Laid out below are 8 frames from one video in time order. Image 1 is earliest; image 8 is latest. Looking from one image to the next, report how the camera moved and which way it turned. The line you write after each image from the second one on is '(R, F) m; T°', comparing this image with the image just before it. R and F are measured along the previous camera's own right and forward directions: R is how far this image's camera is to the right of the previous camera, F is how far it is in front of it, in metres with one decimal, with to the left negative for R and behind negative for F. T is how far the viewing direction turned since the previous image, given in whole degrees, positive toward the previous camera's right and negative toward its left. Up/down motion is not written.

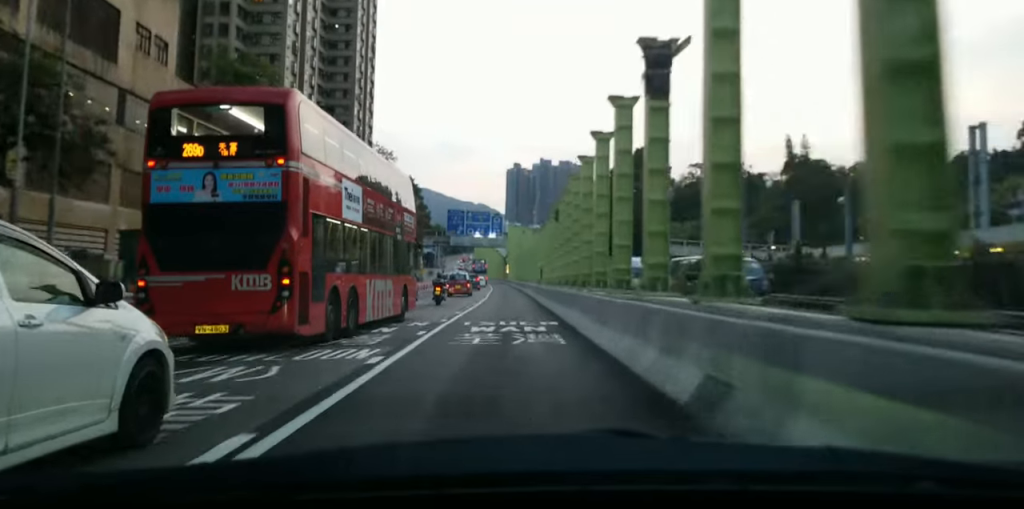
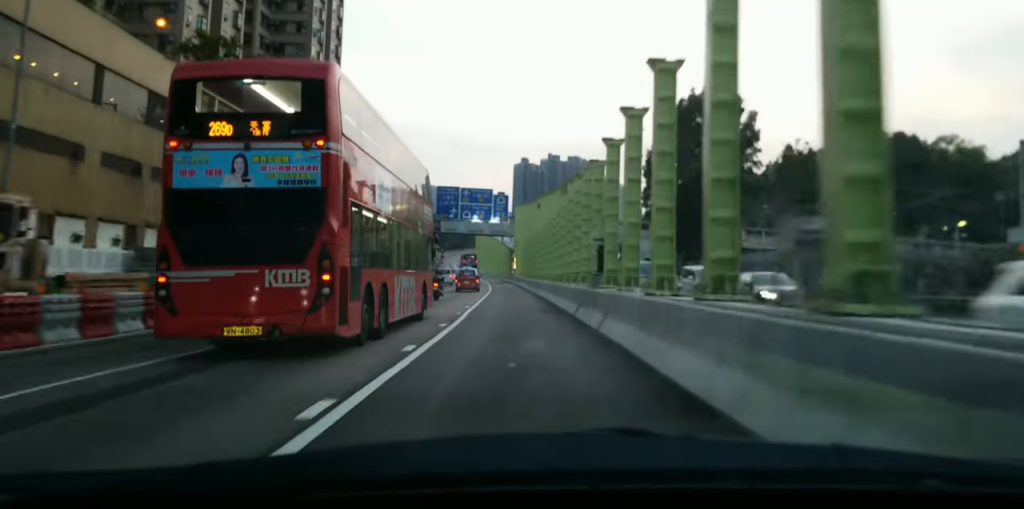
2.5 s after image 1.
(-2.0, +32.7) m; -4°
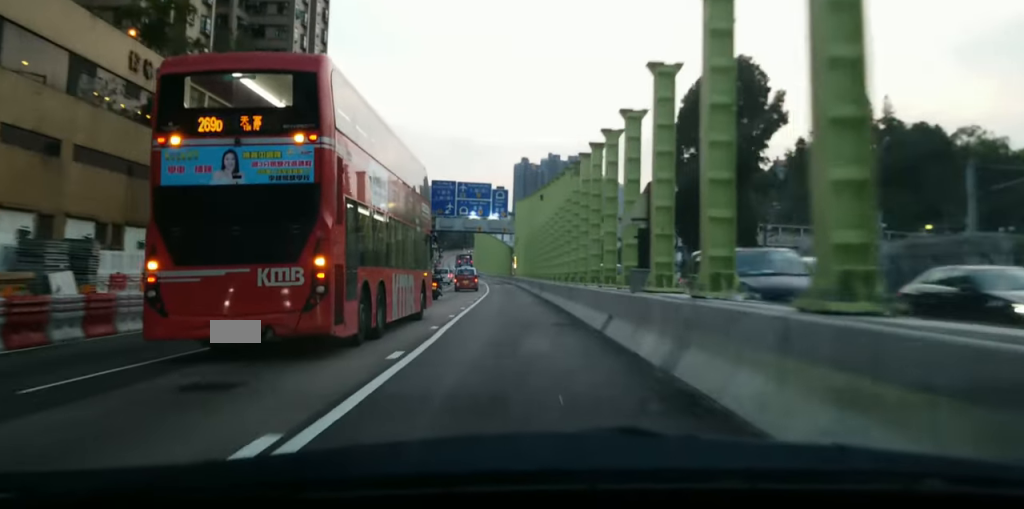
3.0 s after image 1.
(0.0, +8.2) m; 0°
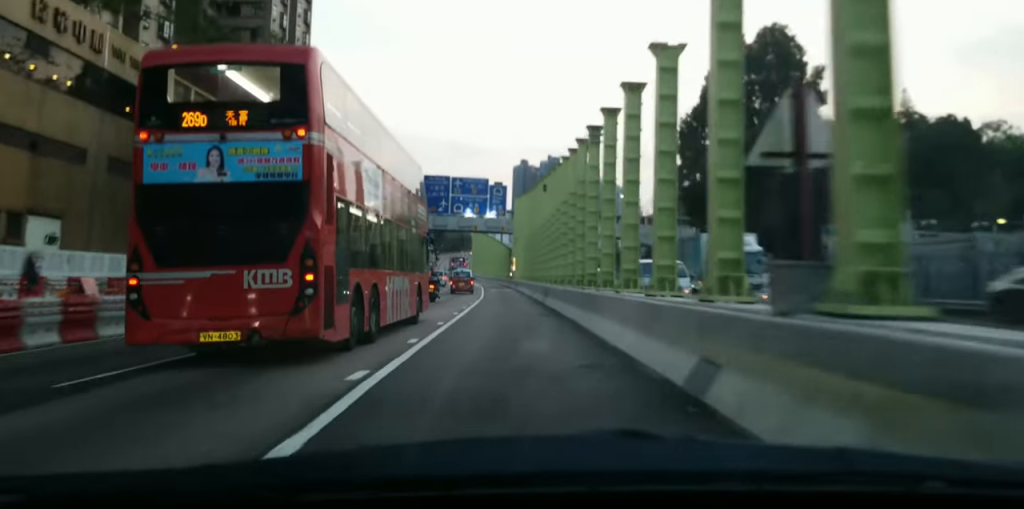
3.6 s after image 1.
(0.0, +8.3) m; 0°
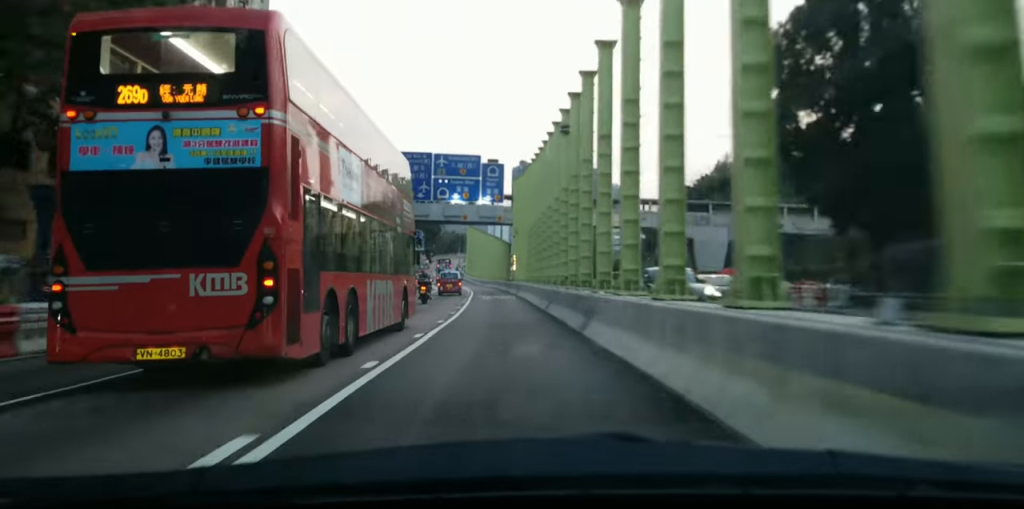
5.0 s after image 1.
(0.0, +22.0) m; 0°
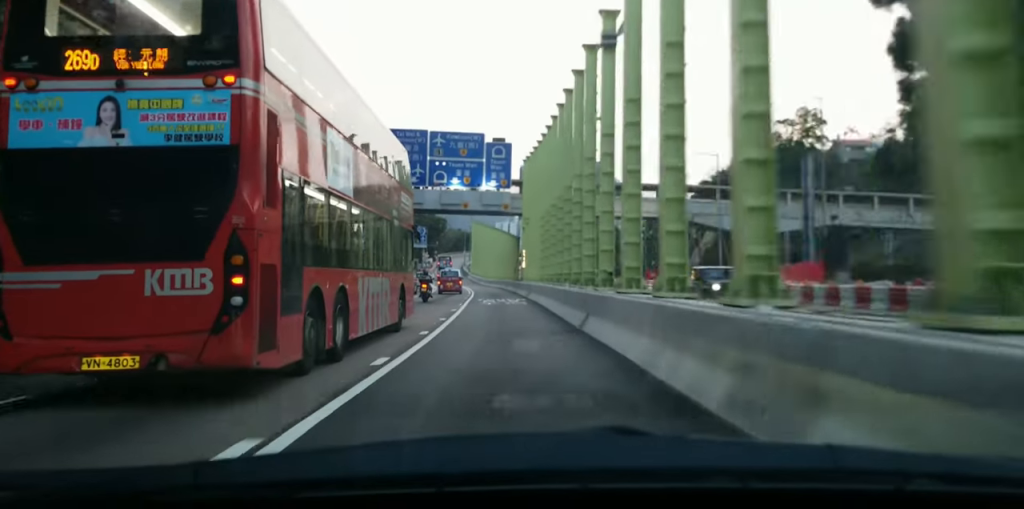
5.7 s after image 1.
(0.0, +11.7) m; 0°
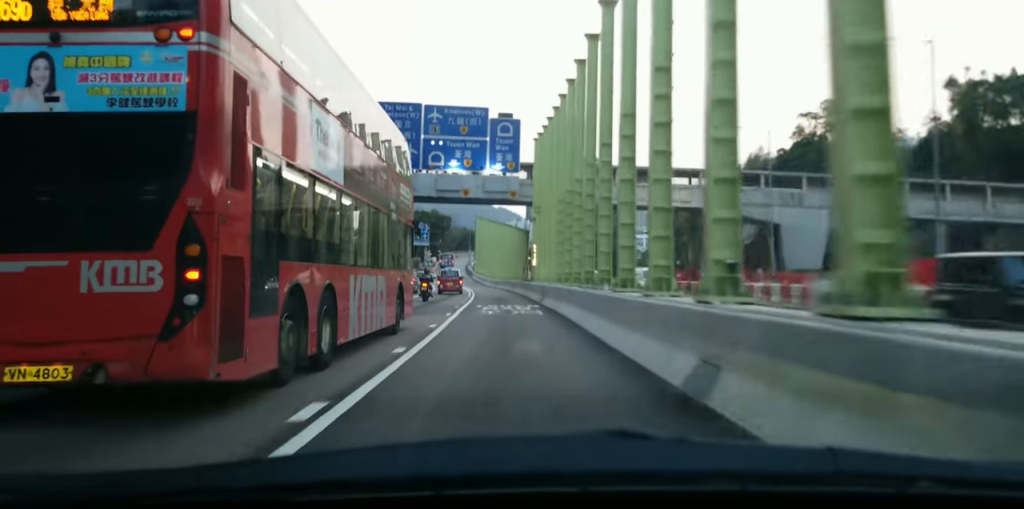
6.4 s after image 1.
(0.0, +10.8) m; 0°
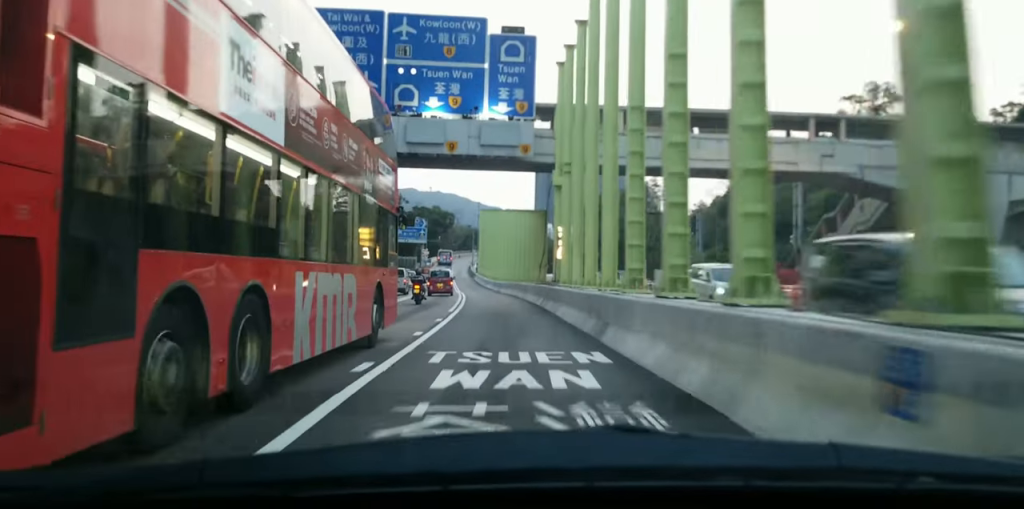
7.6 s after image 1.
(0.0, +21.4) m; 0°
